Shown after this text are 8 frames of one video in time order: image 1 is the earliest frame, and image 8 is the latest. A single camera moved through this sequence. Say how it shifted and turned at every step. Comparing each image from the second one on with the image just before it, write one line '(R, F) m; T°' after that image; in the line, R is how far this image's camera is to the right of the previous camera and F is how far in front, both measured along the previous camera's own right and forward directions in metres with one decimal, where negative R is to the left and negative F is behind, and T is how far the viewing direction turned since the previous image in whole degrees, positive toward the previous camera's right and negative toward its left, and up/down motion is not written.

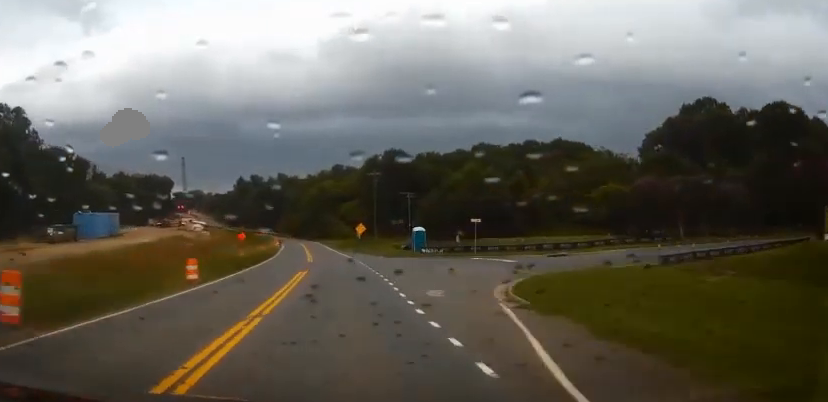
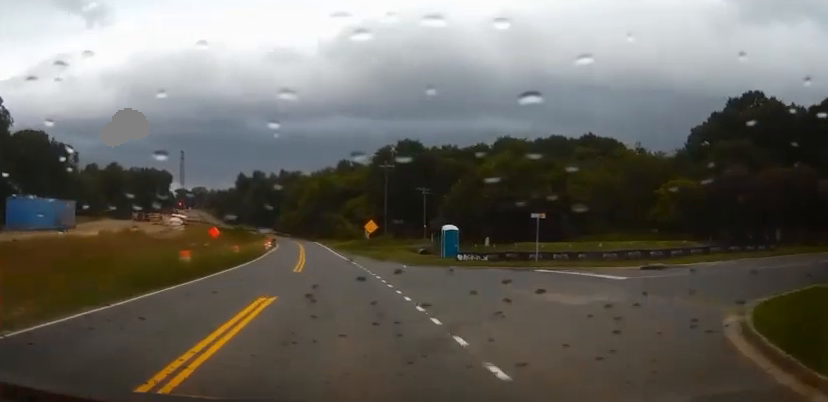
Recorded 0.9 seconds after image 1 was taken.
(0.0, +15.1) m; 0°
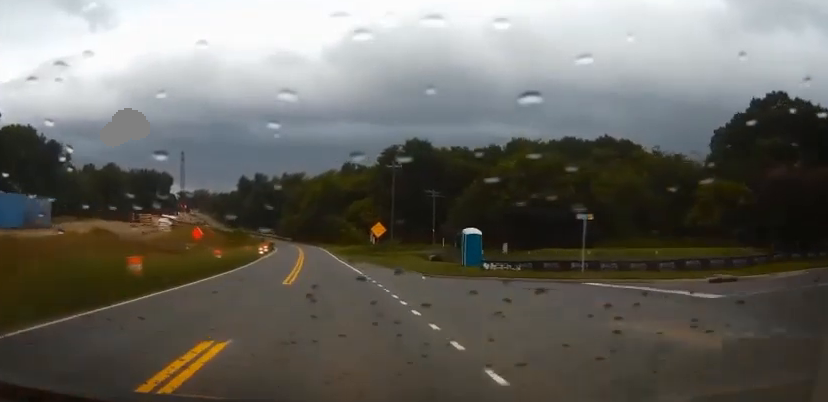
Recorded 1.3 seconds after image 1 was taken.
(0.0, +6.5) m; 0°
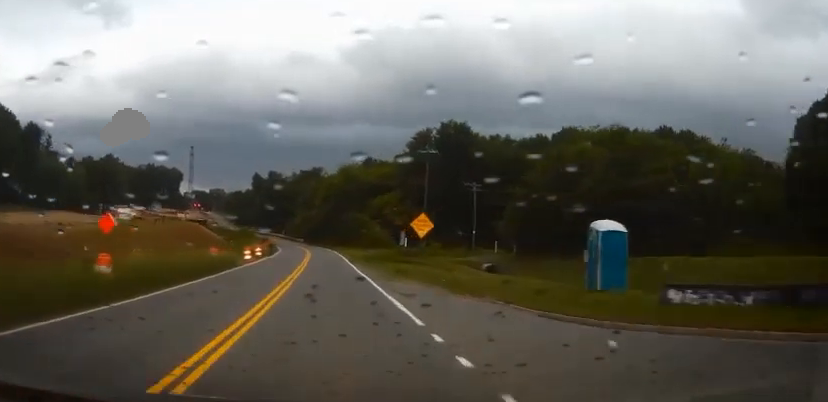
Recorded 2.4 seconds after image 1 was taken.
(-0.2, +18.2) m; -1°
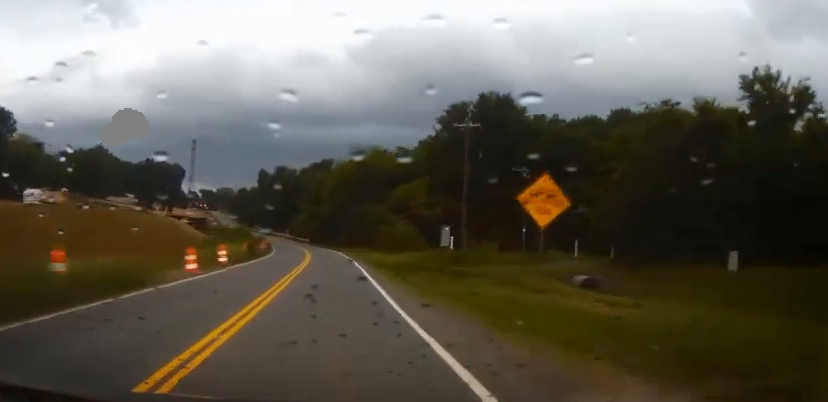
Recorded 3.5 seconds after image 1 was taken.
(-0.3, +18.4) m; -1°
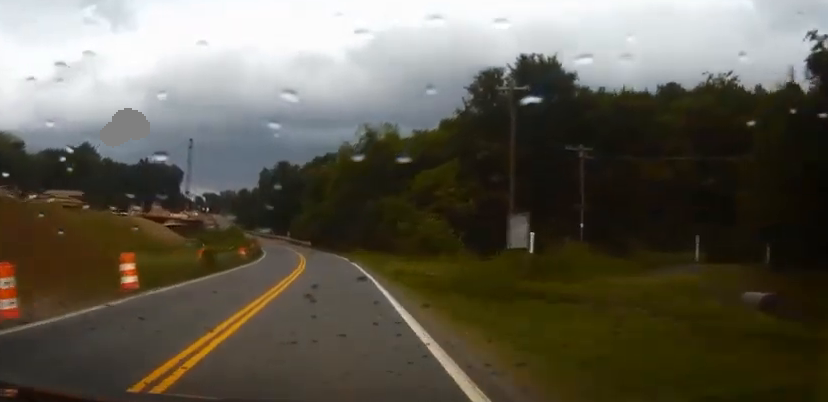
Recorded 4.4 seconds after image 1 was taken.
(-0.1, +14.6) m; -1°
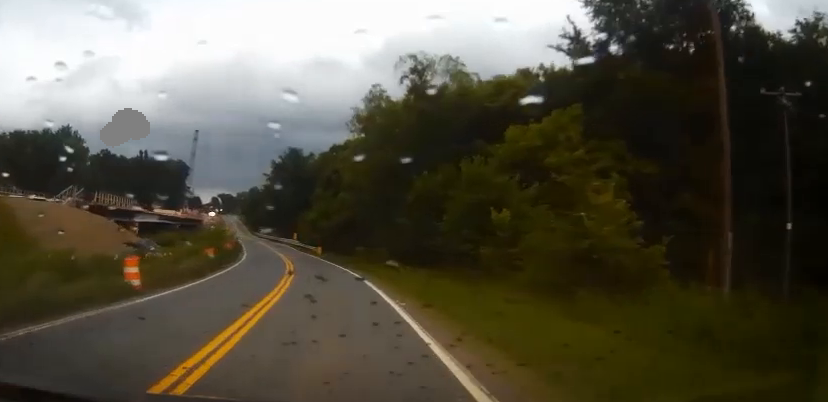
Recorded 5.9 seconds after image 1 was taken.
(-0.5, +24.8) m; -2°
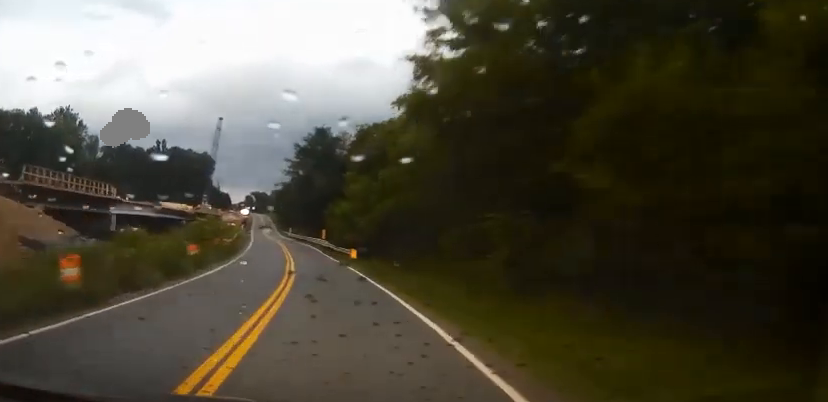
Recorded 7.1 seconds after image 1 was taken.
(-0.4, +20.3) m; -2°
